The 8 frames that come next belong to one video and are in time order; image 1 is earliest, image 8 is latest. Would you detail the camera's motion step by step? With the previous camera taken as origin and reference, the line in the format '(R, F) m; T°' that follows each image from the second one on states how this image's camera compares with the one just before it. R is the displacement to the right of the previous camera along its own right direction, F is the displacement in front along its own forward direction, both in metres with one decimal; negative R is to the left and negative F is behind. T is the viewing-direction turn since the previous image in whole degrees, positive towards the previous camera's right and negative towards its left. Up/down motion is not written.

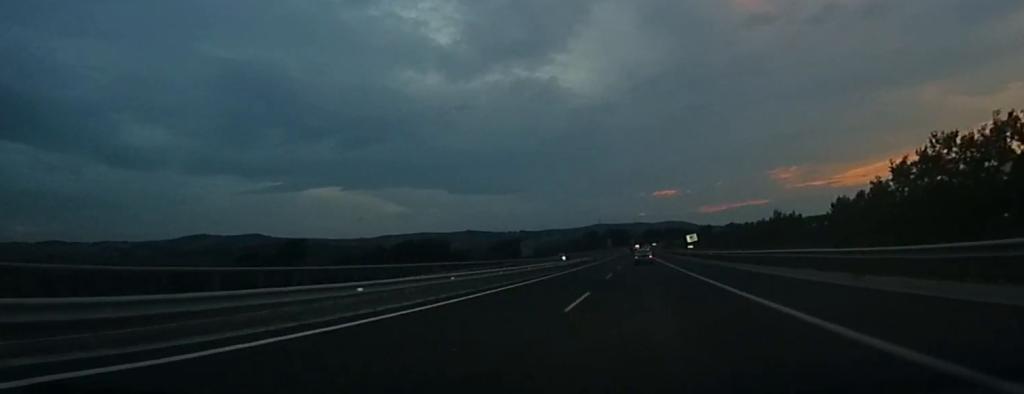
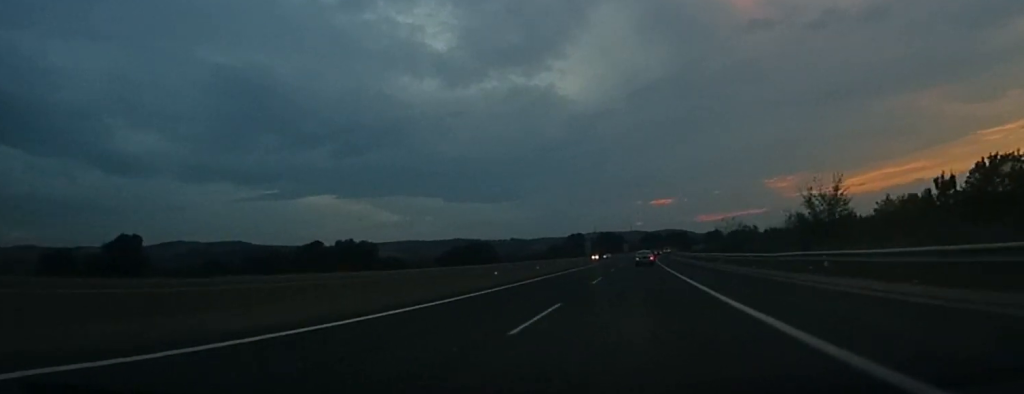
(+0.3, +118.4) m; 0°
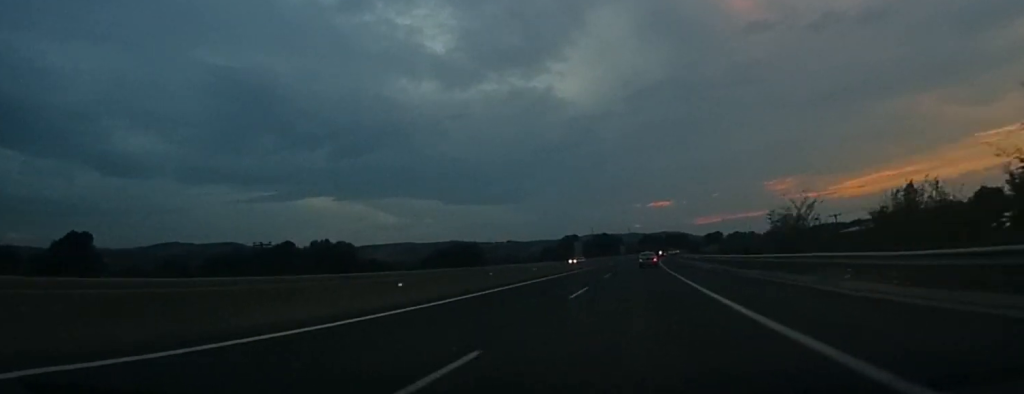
(-0.1, +29.8) m; 0°
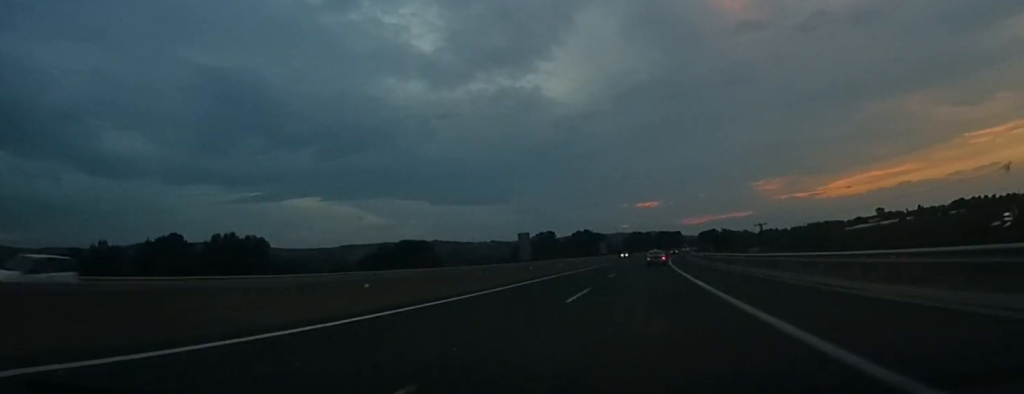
(+0.8, +83.6) m; +1°
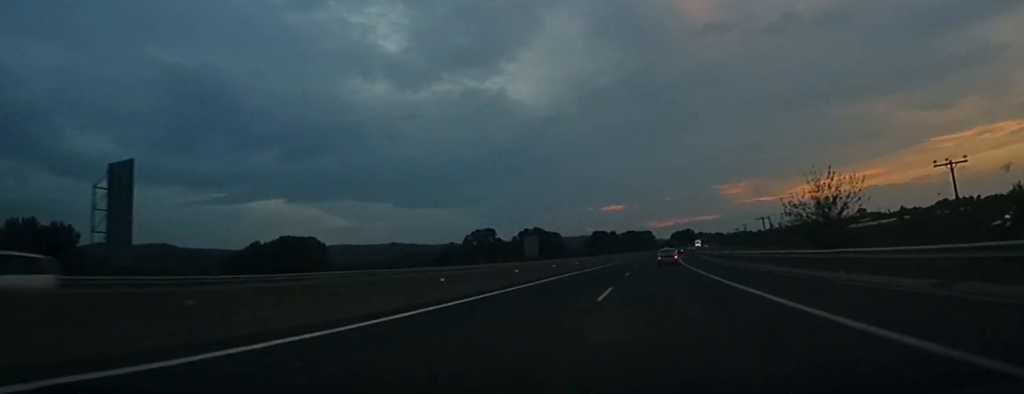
(+1.1, +96.0) m; +2°
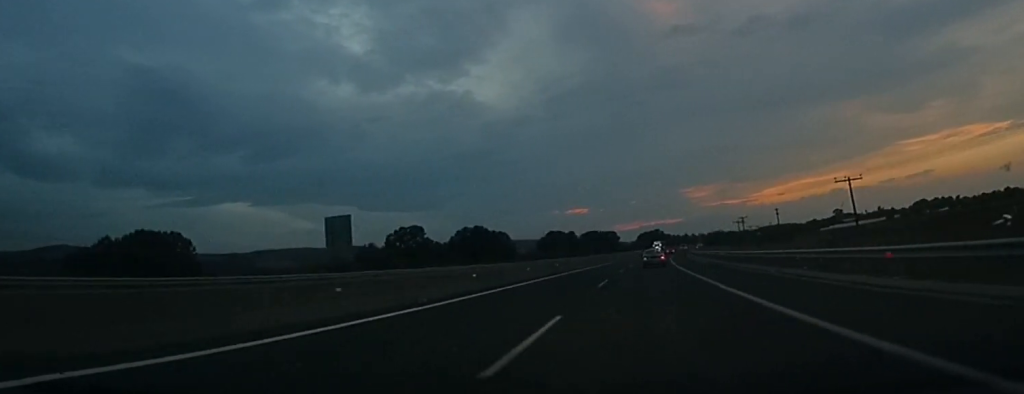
(+1.4, +66.8) m; +3°
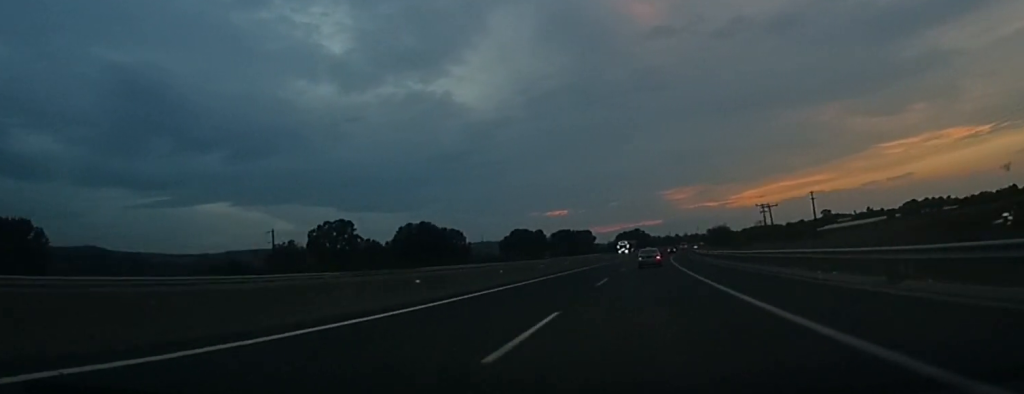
(+0.8, +54.1) m; +2°
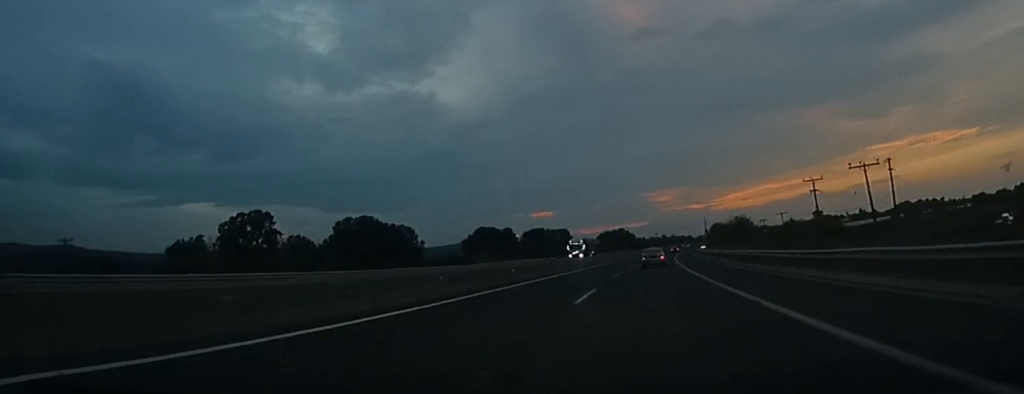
(+0.8, +45.0) m; +2°
